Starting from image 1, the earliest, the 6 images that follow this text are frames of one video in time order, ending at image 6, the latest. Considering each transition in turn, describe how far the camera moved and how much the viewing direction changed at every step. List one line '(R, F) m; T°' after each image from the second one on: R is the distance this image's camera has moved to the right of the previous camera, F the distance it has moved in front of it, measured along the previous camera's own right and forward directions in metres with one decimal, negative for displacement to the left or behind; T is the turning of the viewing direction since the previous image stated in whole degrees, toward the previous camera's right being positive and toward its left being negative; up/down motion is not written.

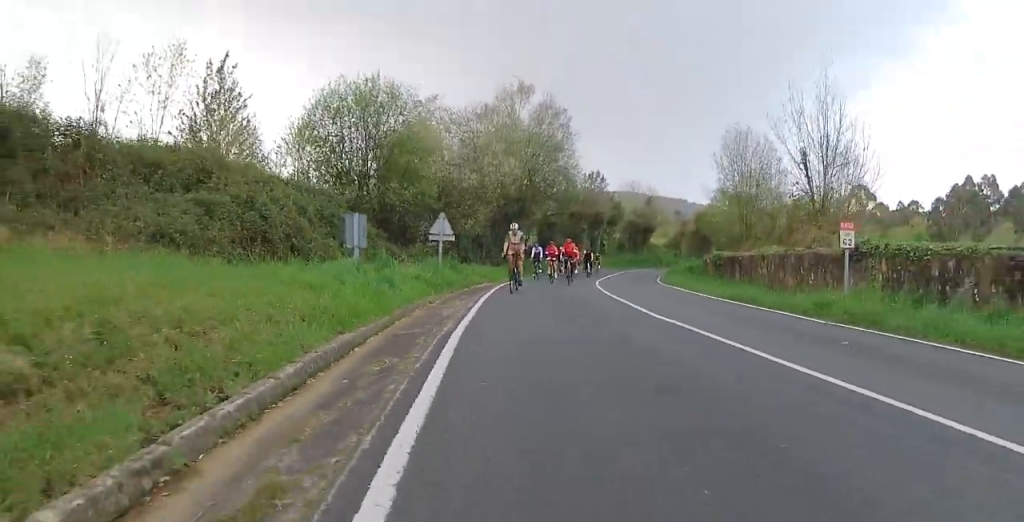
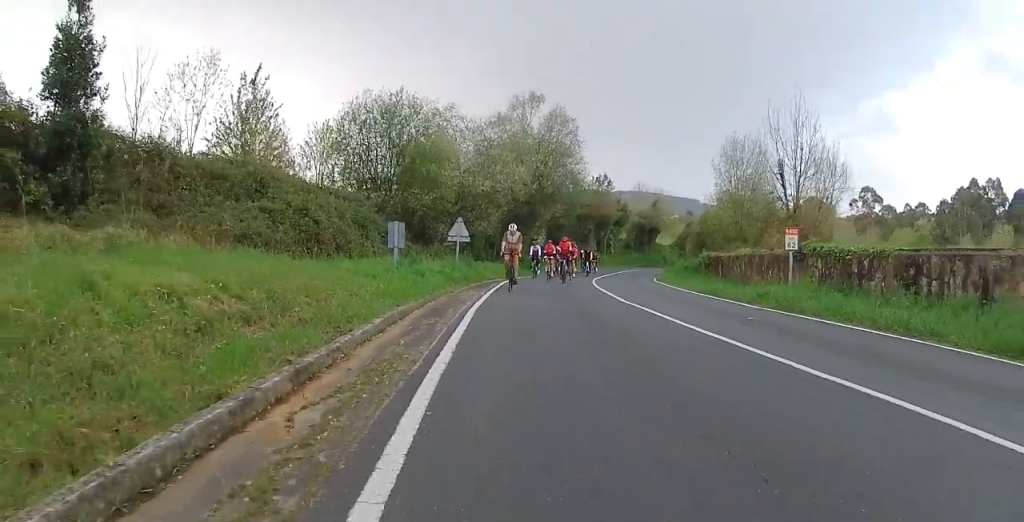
(0.0, +3.4) m; +1°
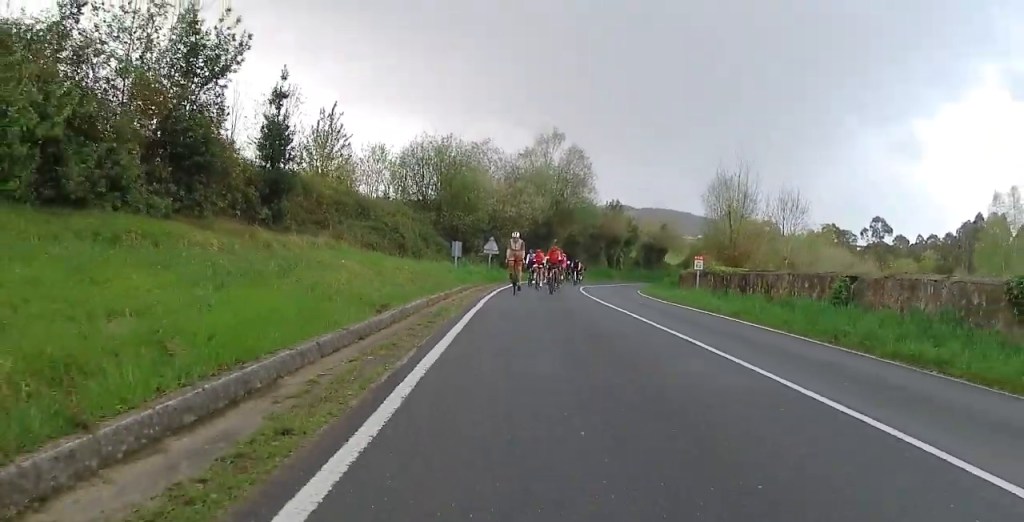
(+0.2, +10.1) m; -1°
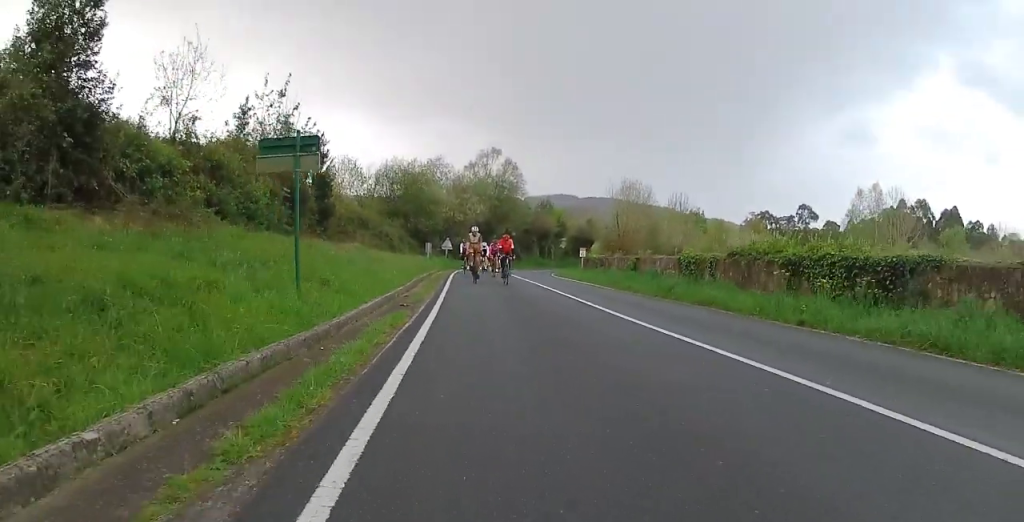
(+0.1, +13.6) m; +1°
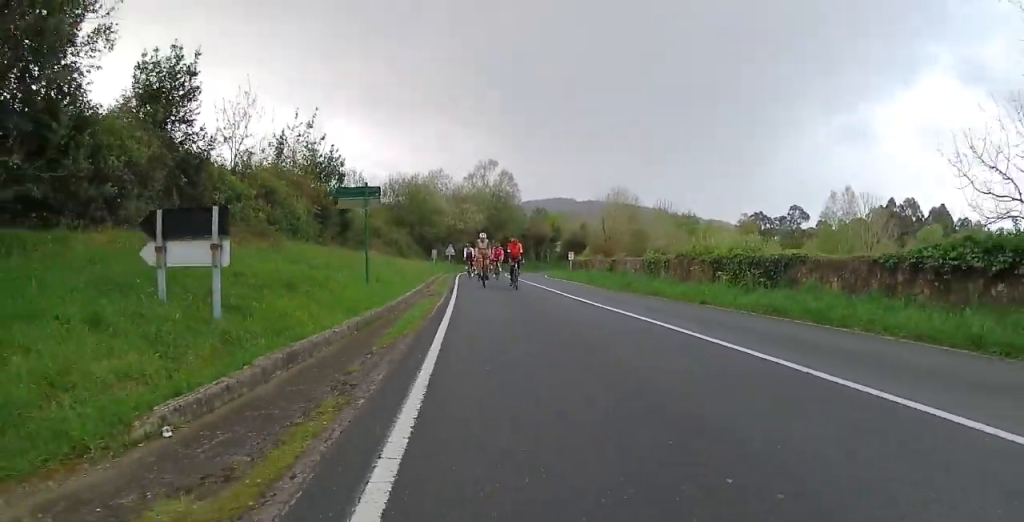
(0.0, +4.9) m; +1°
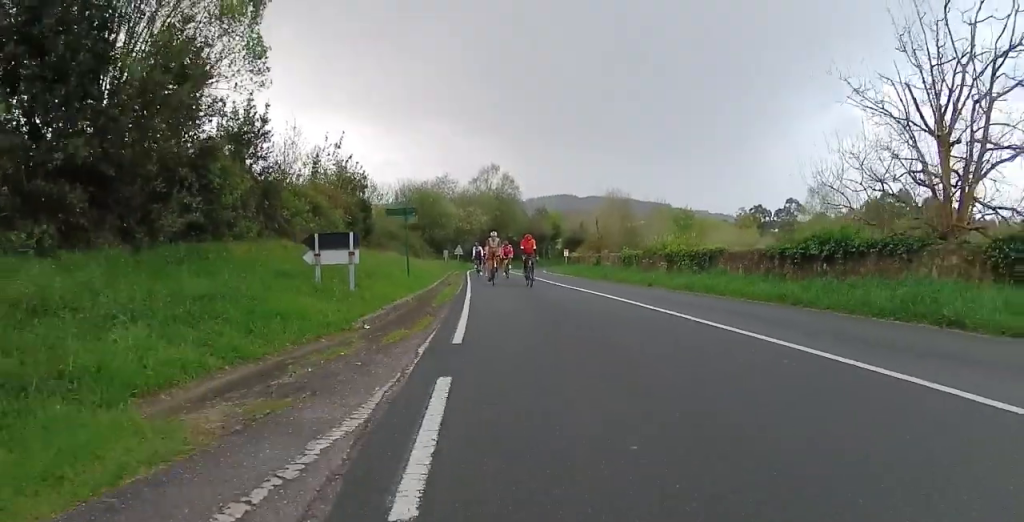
(0.0, +5.6) m; -1°
